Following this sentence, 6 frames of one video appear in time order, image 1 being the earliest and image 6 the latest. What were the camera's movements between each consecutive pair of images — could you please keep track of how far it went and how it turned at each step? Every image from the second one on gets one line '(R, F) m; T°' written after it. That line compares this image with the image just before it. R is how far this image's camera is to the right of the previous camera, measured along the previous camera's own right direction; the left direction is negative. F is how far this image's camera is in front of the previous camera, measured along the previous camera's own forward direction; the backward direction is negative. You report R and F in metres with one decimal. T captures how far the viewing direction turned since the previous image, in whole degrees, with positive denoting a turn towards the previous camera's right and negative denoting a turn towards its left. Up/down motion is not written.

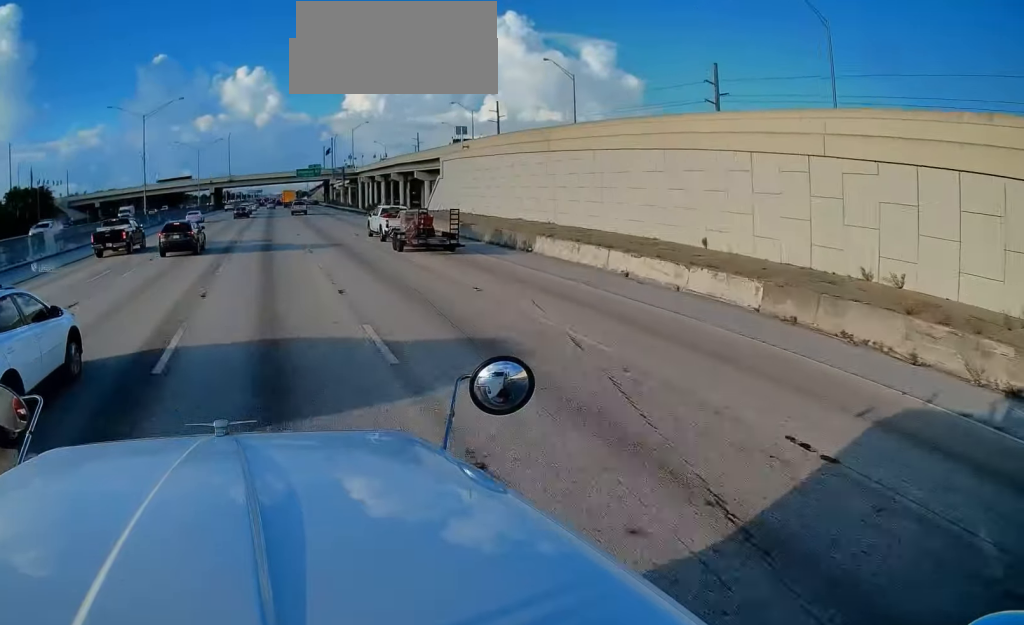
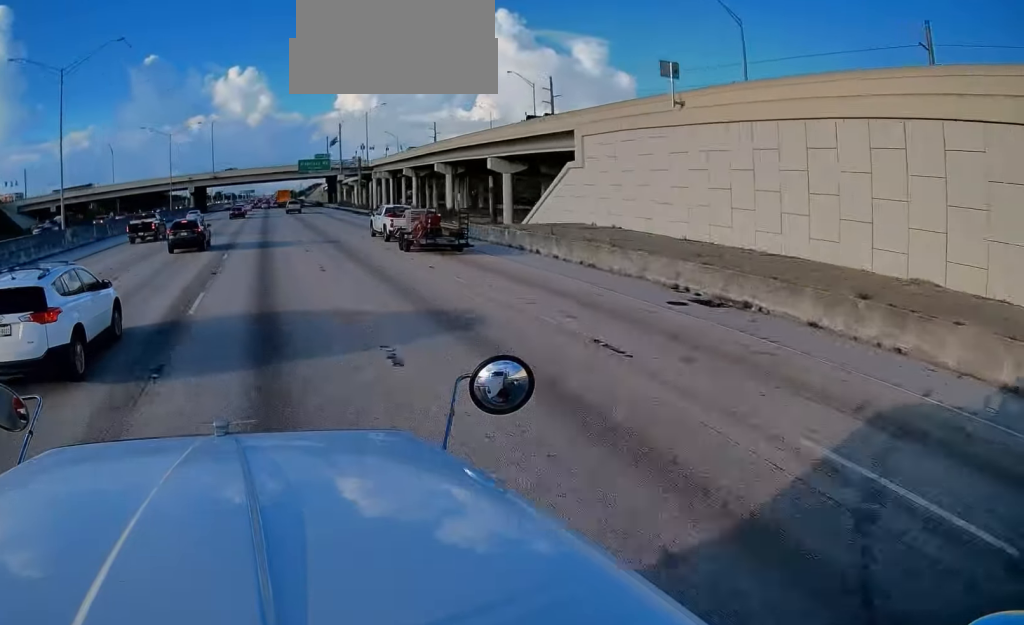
(0.0, +32.1) m; 0°
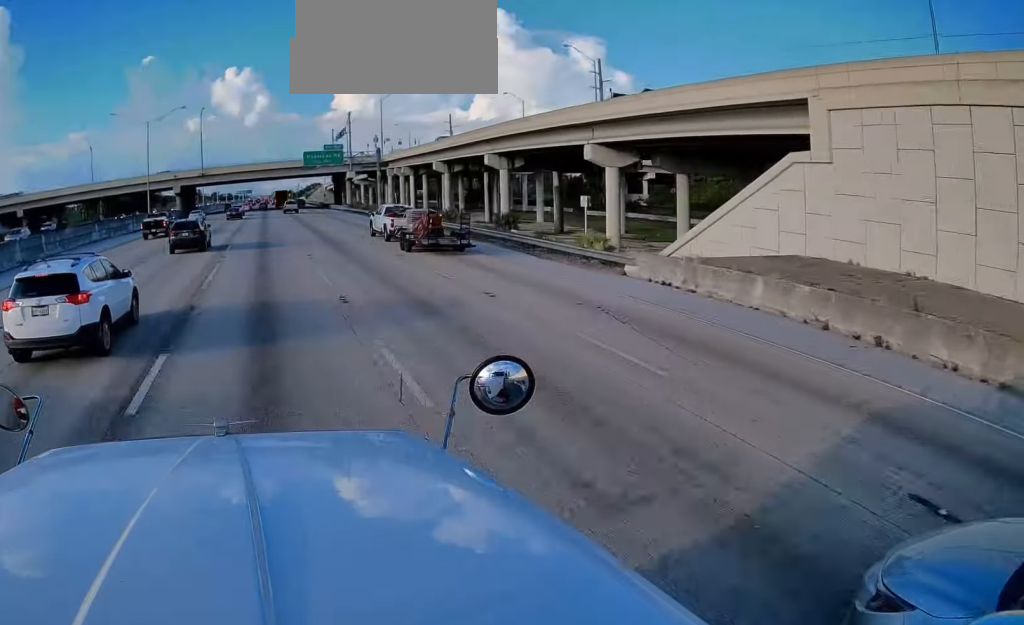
(+0.1, +20.6) m; +1°
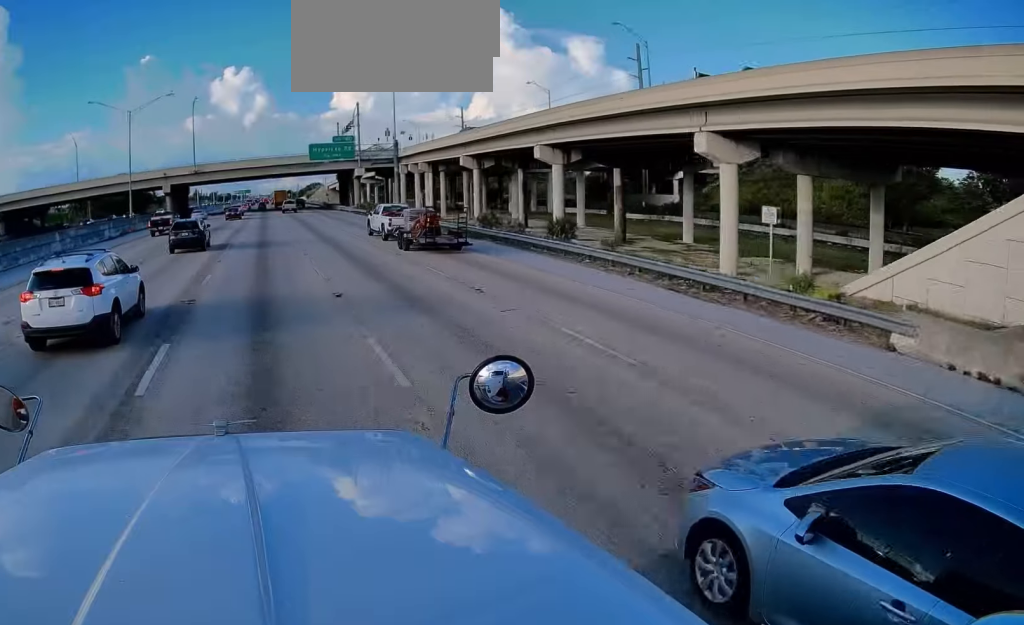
(+0.1, +13.8) m; 0°
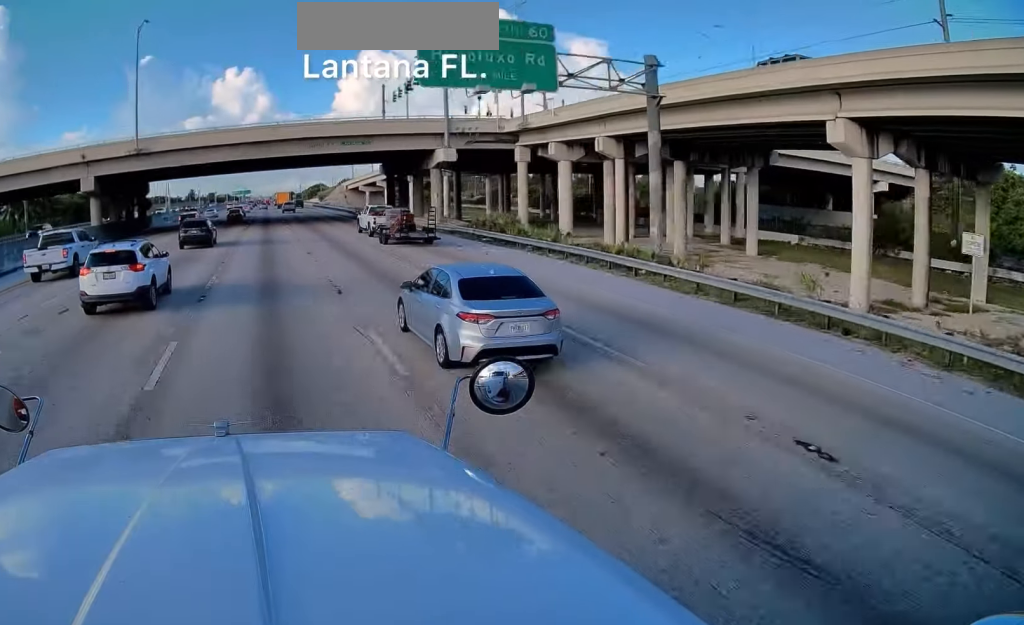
(-0.4, +55.2) m; 0°
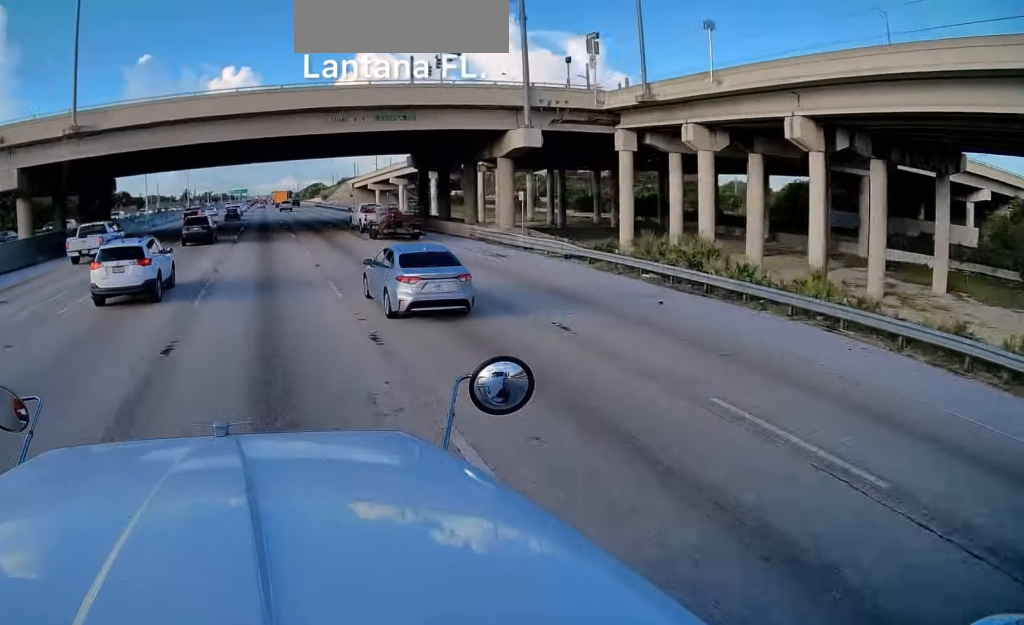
(+0.3, +19.6) m; +1°
